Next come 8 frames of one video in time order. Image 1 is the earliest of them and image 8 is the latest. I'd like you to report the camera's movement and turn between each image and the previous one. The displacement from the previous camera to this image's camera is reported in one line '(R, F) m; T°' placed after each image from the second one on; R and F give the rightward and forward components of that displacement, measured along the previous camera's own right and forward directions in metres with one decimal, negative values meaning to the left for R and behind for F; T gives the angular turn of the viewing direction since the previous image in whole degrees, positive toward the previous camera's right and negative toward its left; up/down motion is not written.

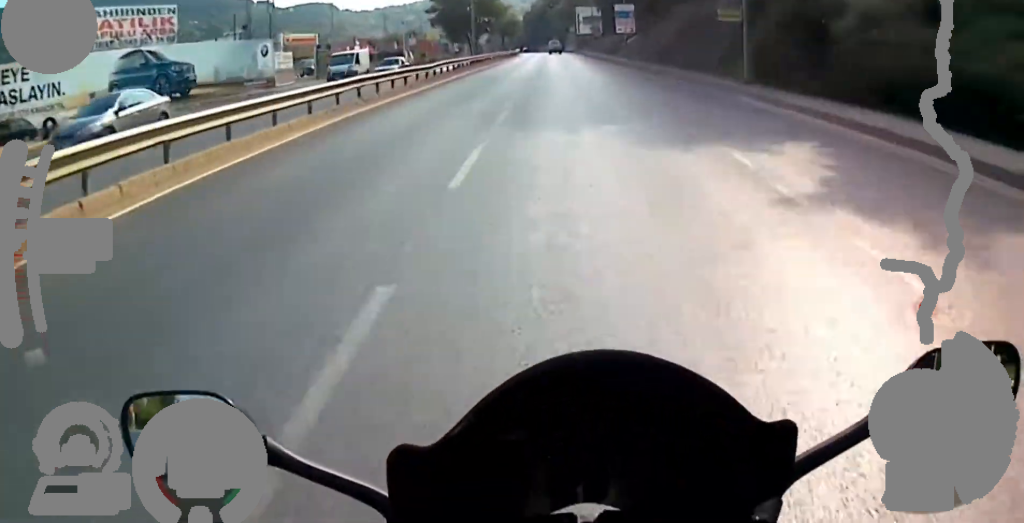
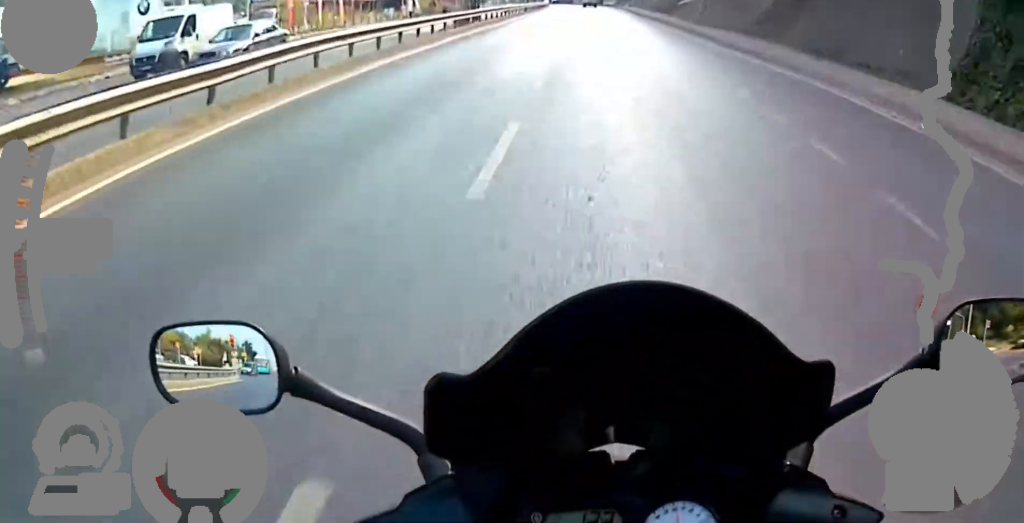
(+0.1, +23.2) m; -1°
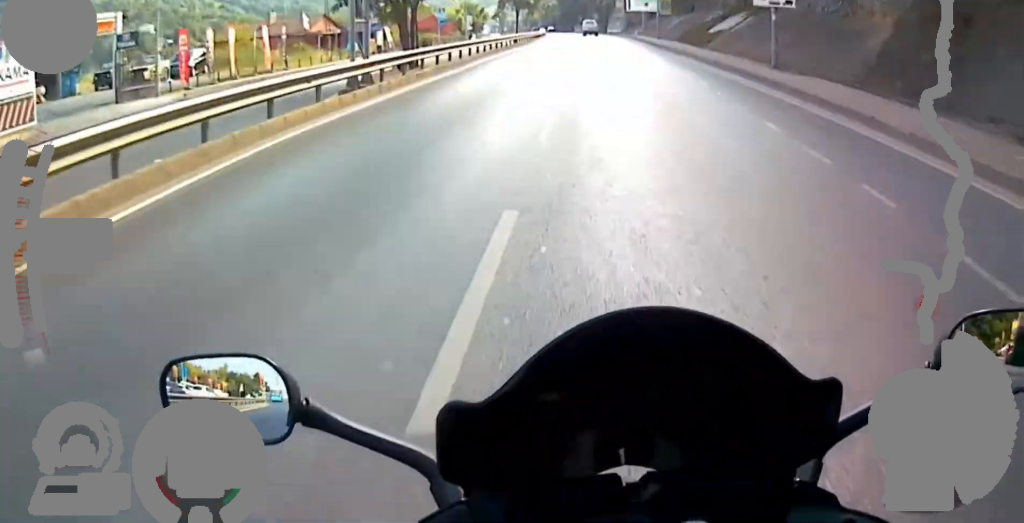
(-0.3, +16.4) m; 0°
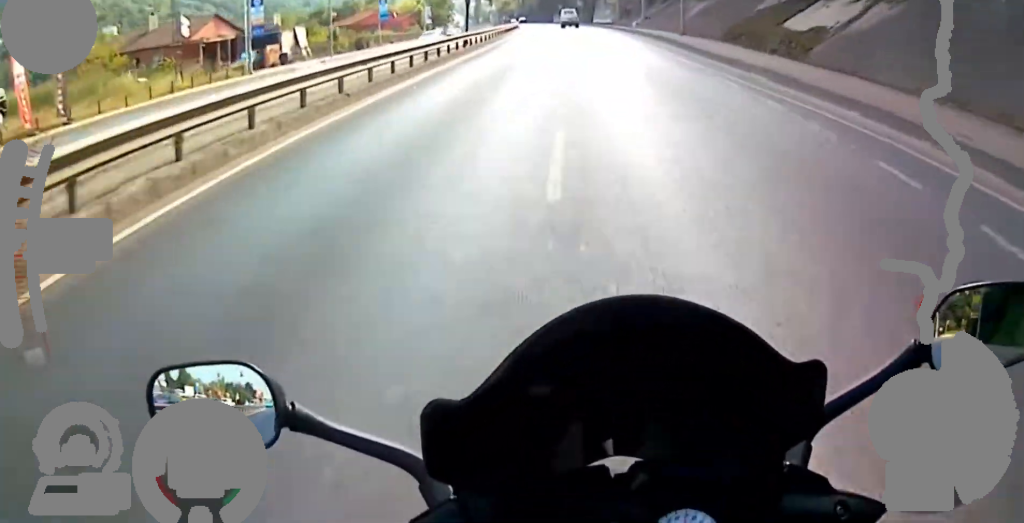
(-0.2, +22.7) m; -1°
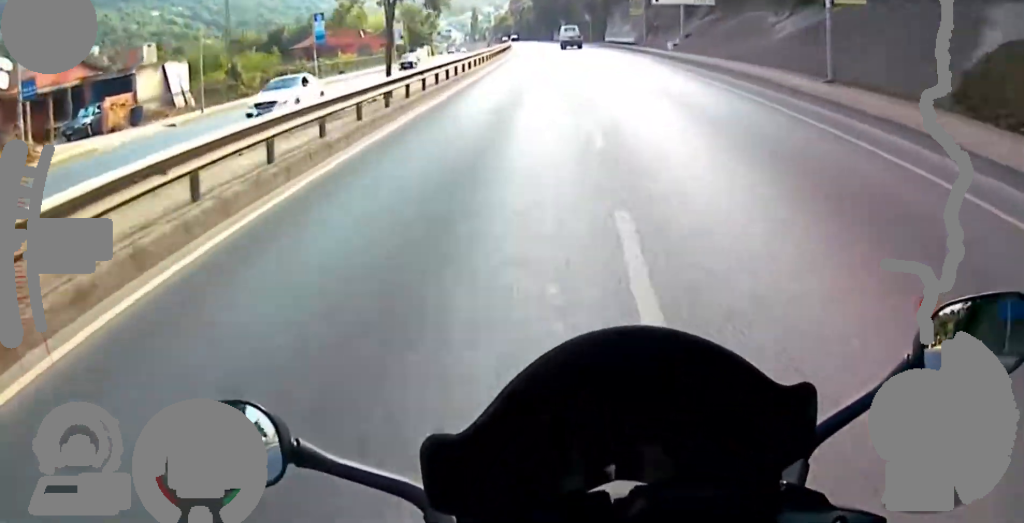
(0.0, +21.8) m; +1°
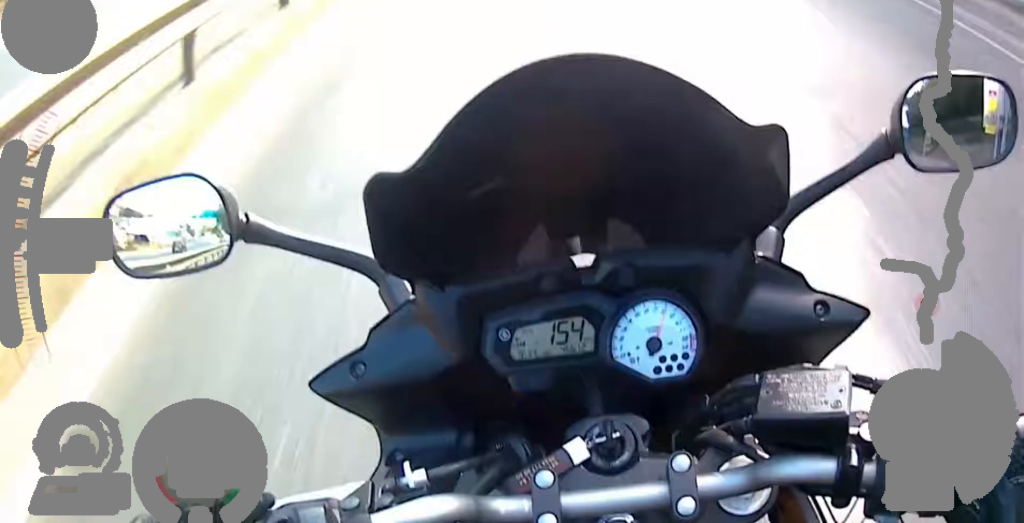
(+1.1, +69.0) m; +1°
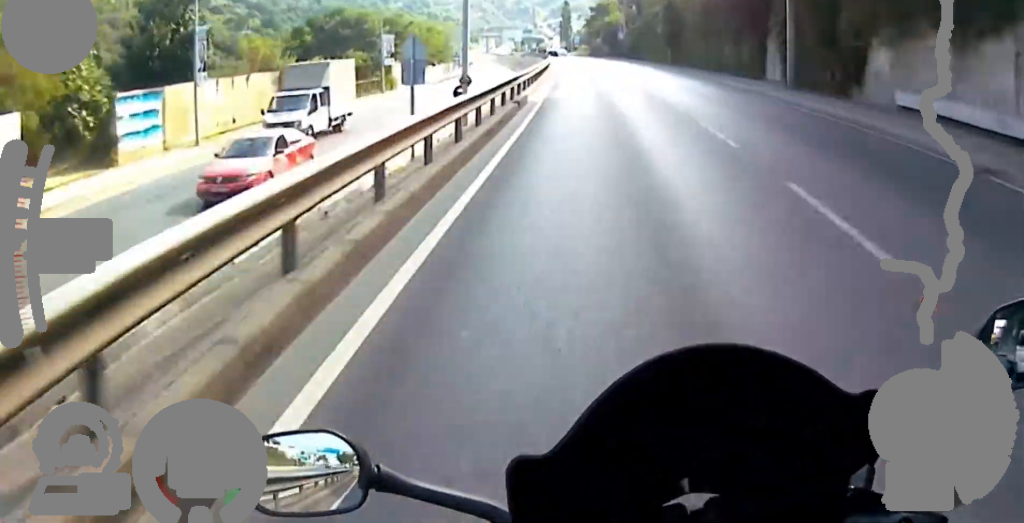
(0.0, +48.0) m; 0°
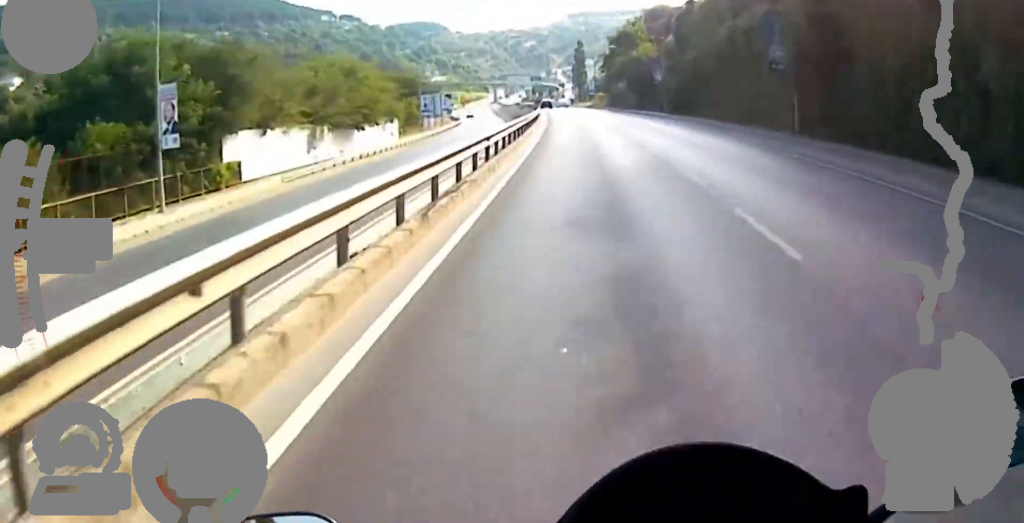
(0.0, +29.6) m; -1°
